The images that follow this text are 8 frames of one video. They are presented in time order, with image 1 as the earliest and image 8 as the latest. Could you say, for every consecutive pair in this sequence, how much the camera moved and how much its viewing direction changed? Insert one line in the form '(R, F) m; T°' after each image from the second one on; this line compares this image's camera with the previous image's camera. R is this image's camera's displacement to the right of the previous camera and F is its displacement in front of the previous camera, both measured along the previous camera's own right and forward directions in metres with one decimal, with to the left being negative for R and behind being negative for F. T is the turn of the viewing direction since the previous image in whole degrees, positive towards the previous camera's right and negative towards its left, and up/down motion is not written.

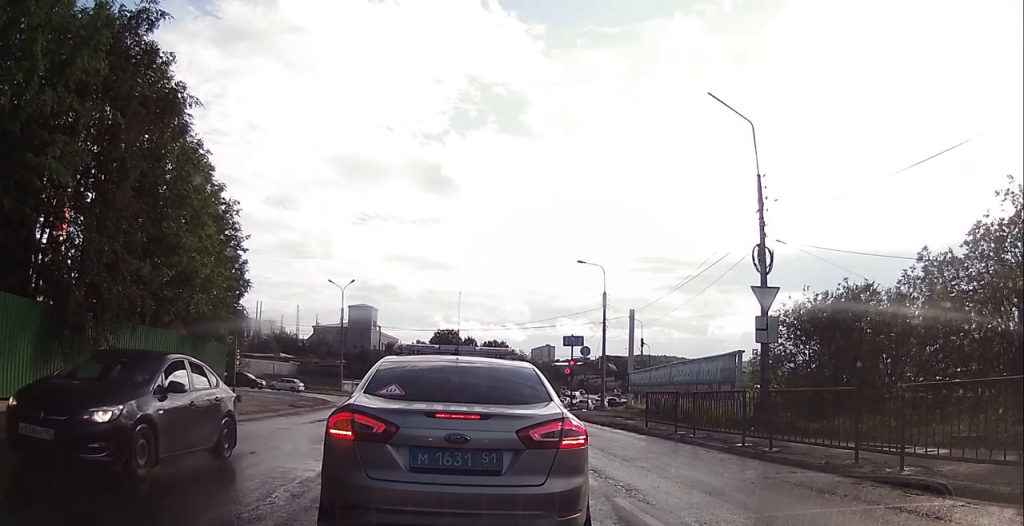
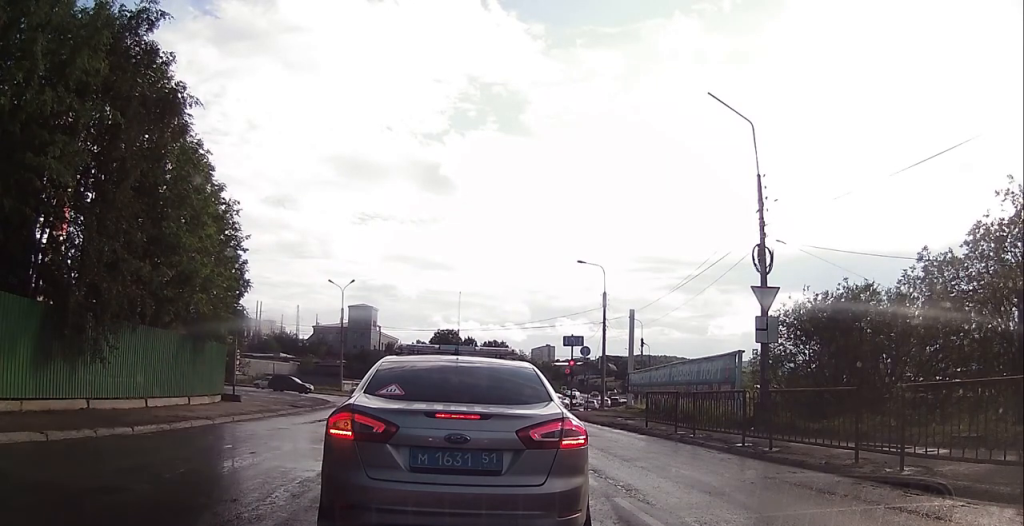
(0.0, 0.0) m; 0°
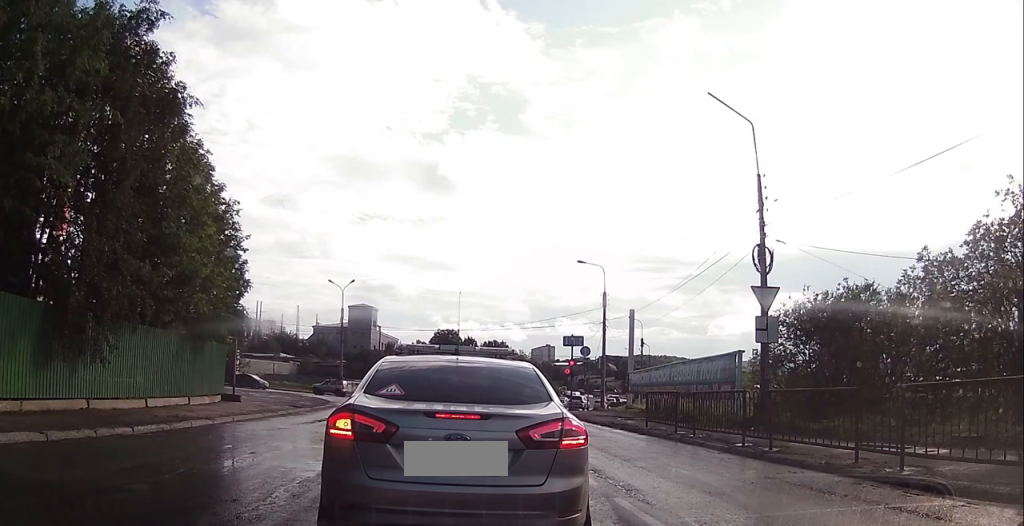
(0.0, 0.0) m; 0°
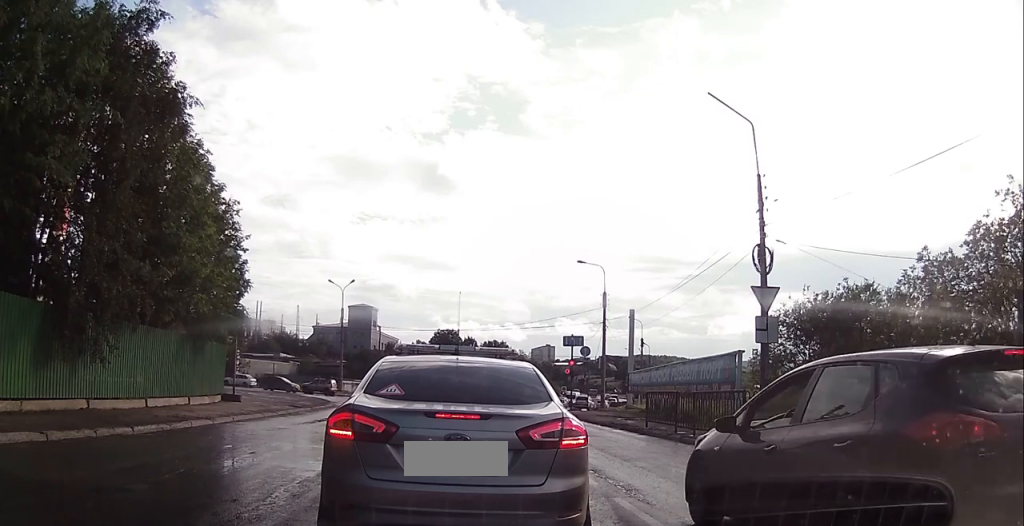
(0.0, 0.0) m; 0°
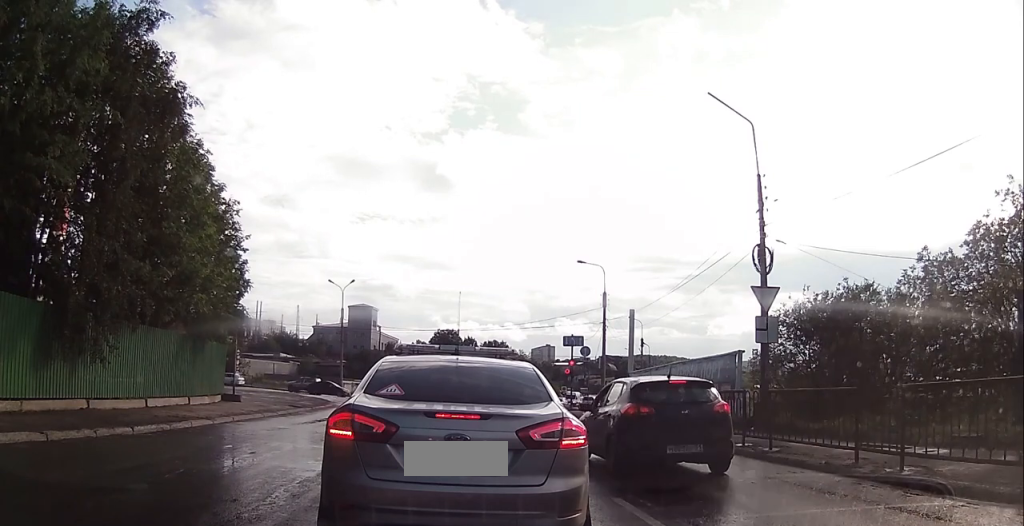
(0.0, 0.0) m; 0°
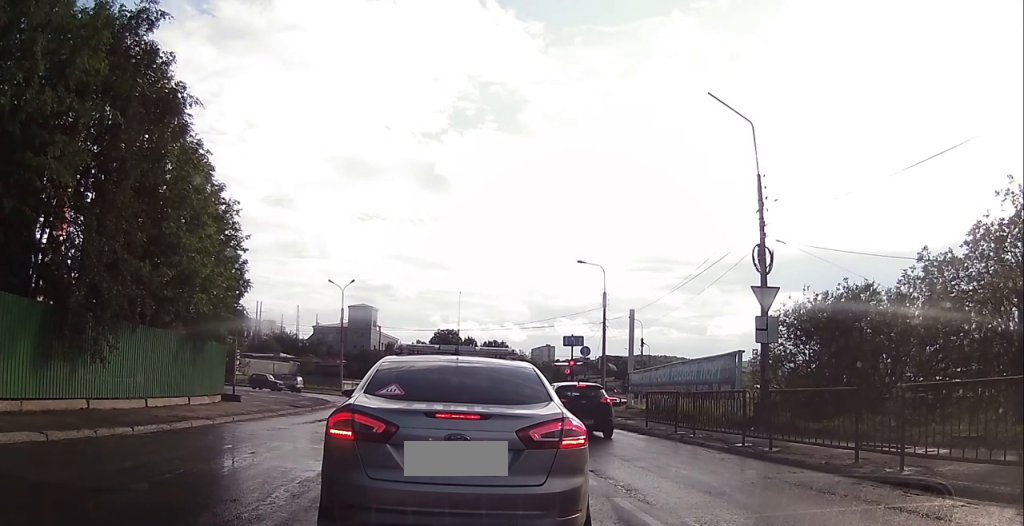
(0.0, 0.0) m; 0°
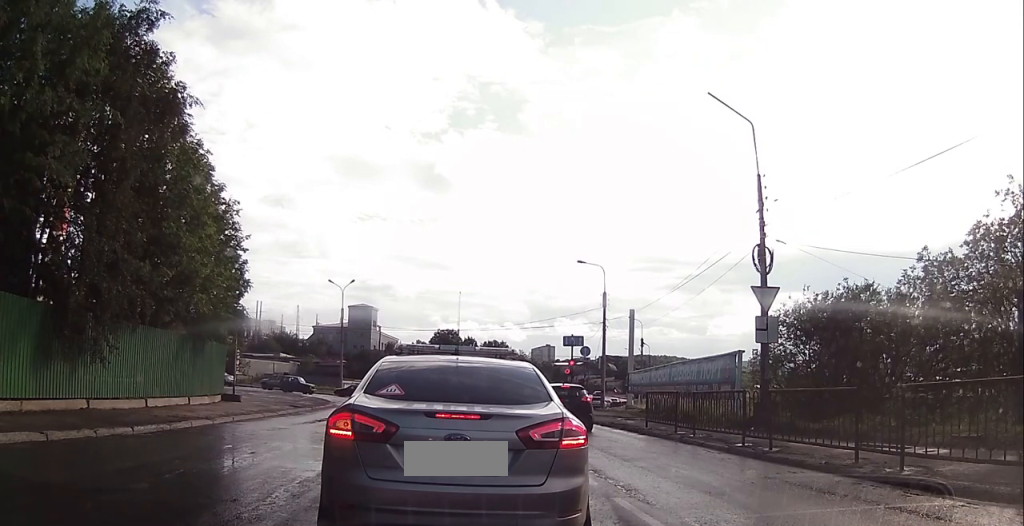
(0.0, 0.0) m; 0°
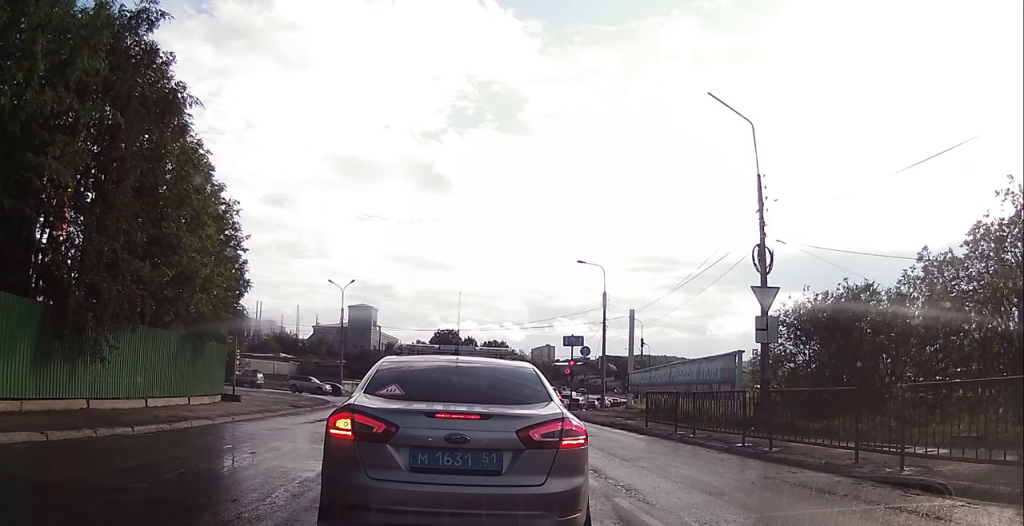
(0.0, 0.0) m; 0°
